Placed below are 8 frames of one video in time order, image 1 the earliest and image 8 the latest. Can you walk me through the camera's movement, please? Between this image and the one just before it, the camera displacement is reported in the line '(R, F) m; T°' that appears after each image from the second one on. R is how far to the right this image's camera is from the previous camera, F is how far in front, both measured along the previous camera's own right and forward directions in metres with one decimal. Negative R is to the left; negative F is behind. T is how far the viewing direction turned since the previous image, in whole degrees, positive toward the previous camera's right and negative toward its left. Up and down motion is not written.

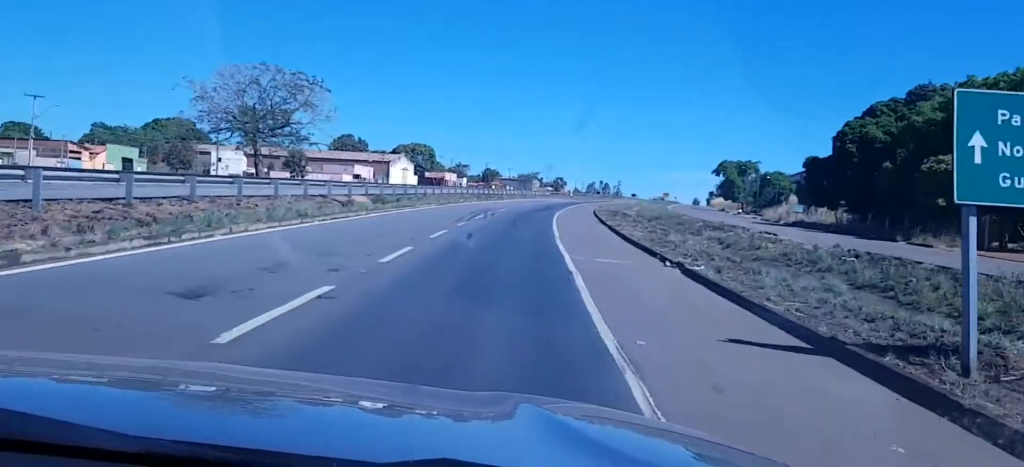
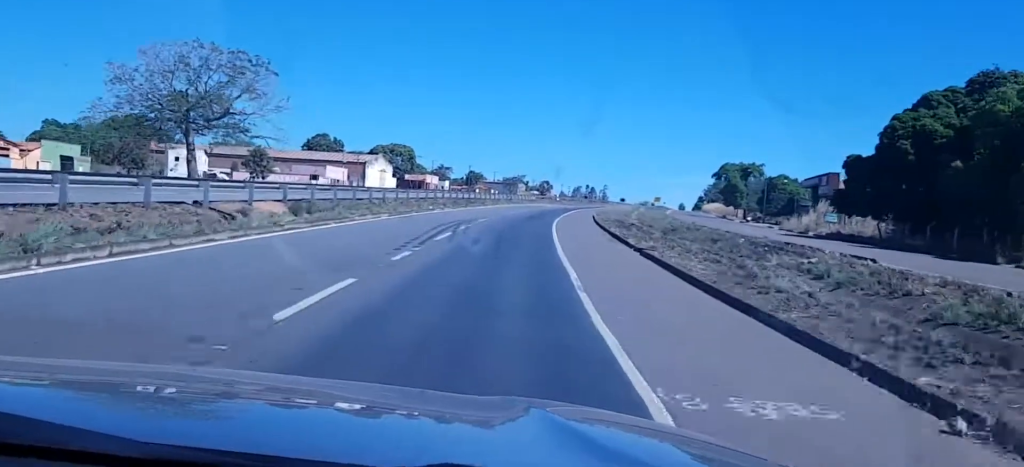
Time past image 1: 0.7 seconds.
(-0.4, +15.0) m; -1°
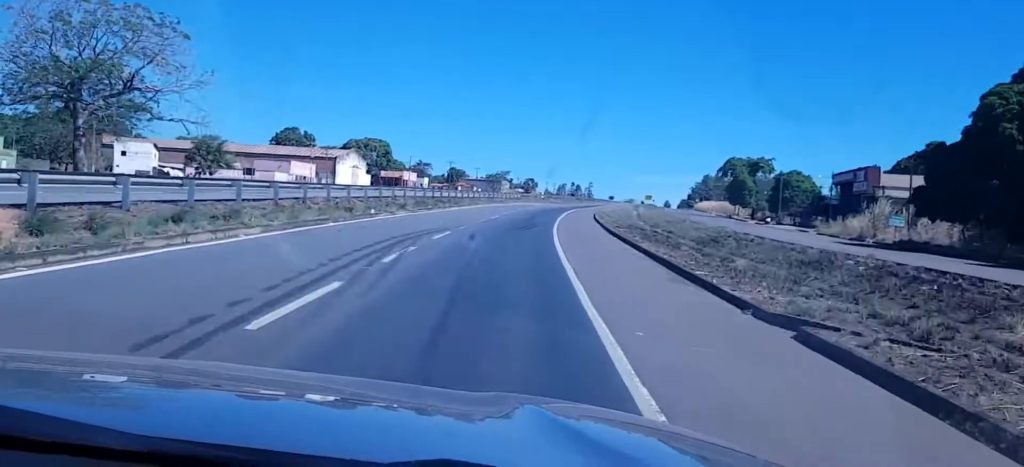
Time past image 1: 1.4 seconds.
(-0.3, +16.9) m; 0°
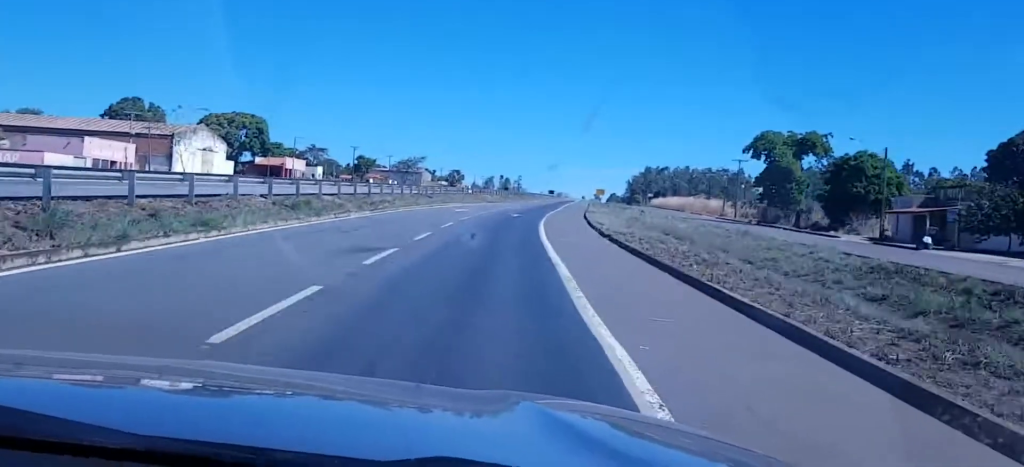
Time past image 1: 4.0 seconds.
(+3.2, +58.0) m; +6°
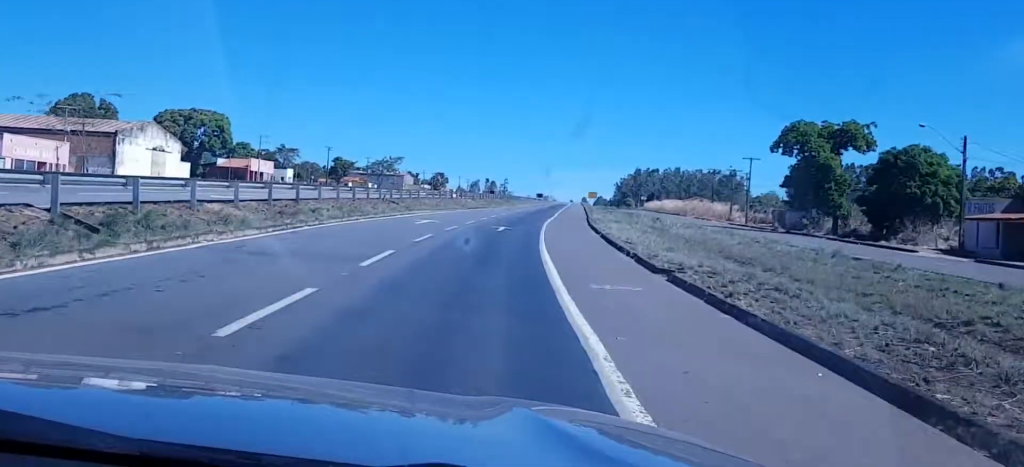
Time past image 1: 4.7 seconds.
(+0.3, +15.6) m; 0°
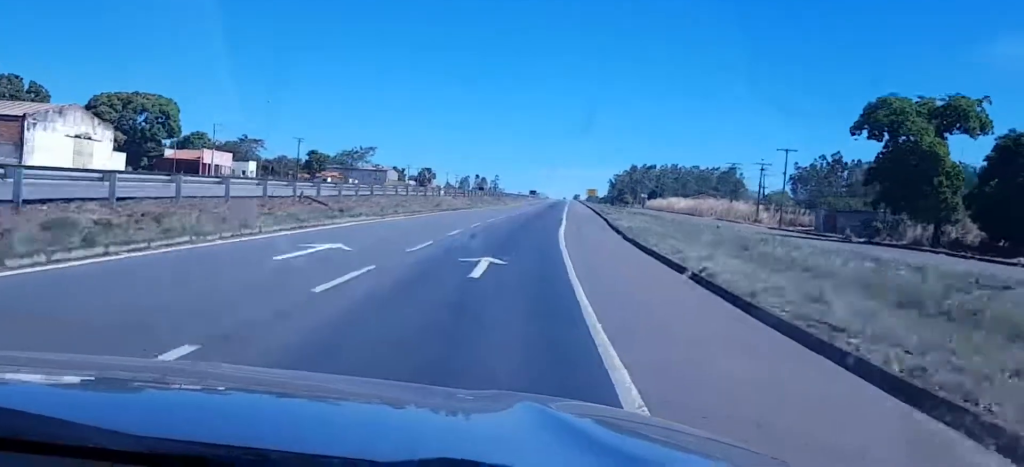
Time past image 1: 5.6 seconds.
(-0.1, +21.2) m; 0°
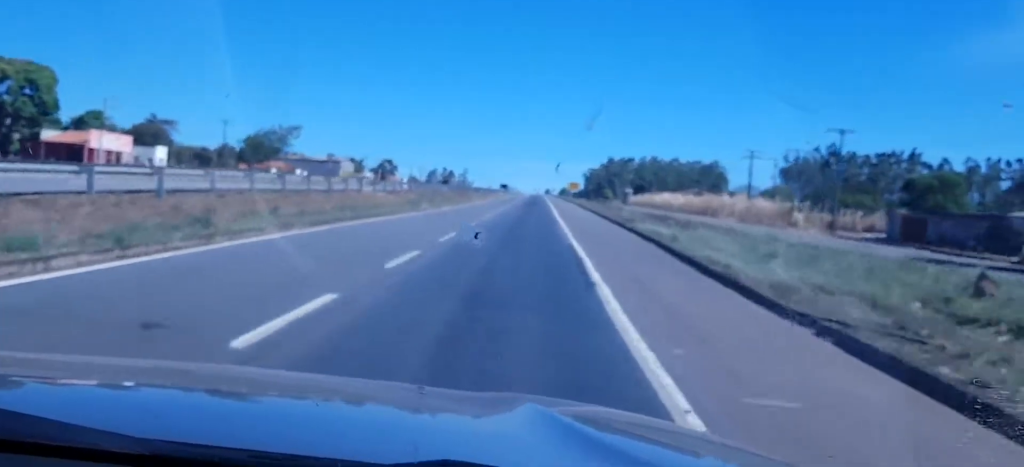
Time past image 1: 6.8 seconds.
(+0.1, +27.9) m; +2°
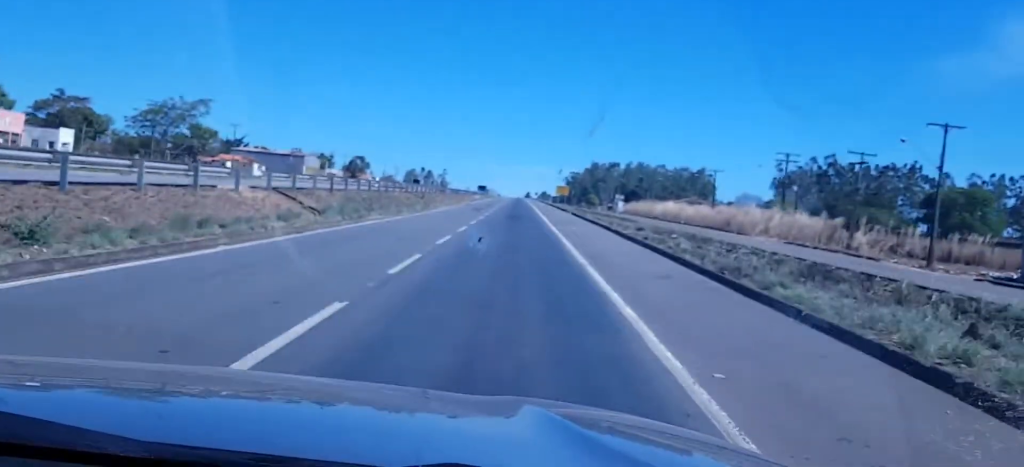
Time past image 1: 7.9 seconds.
(+0.5, +25.6) m; +2°
